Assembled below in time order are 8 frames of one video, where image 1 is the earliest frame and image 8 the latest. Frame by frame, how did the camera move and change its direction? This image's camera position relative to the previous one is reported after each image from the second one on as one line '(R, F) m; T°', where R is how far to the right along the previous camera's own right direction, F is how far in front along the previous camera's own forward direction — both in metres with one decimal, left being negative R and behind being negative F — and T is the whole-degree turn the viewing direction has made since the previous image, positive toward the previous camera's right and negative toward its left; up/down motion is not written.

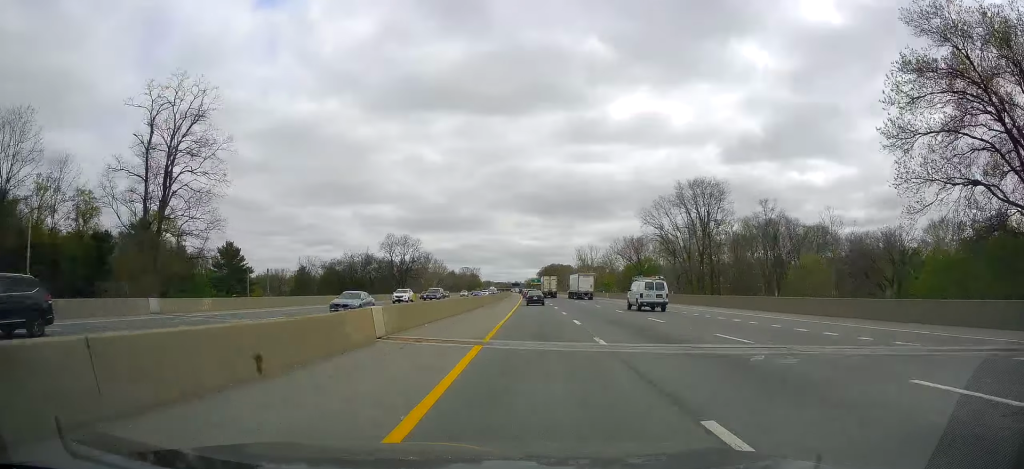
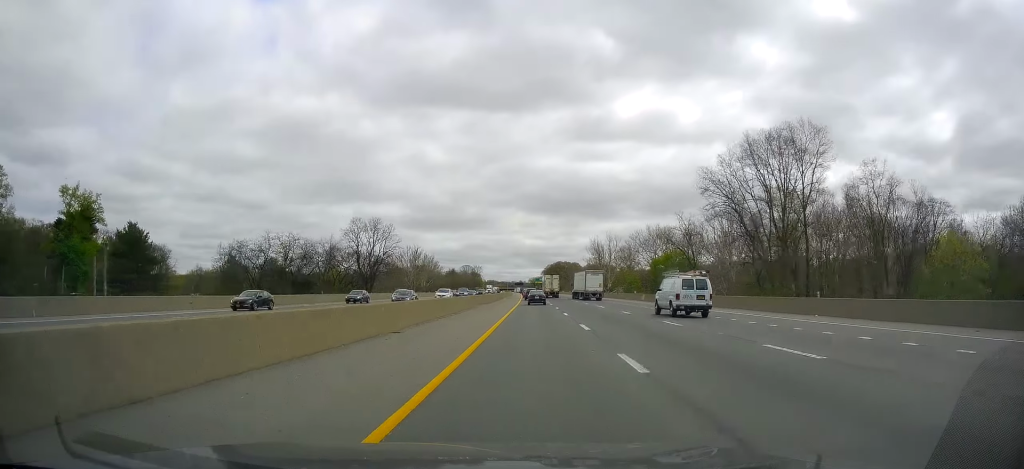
(+0.4, +38.9) m; 0°
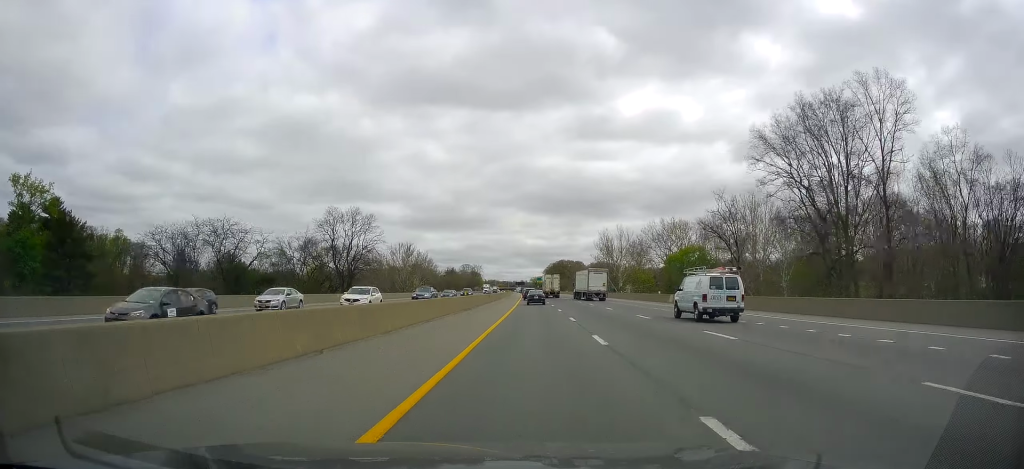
(0.0, +18.3) m; 0°
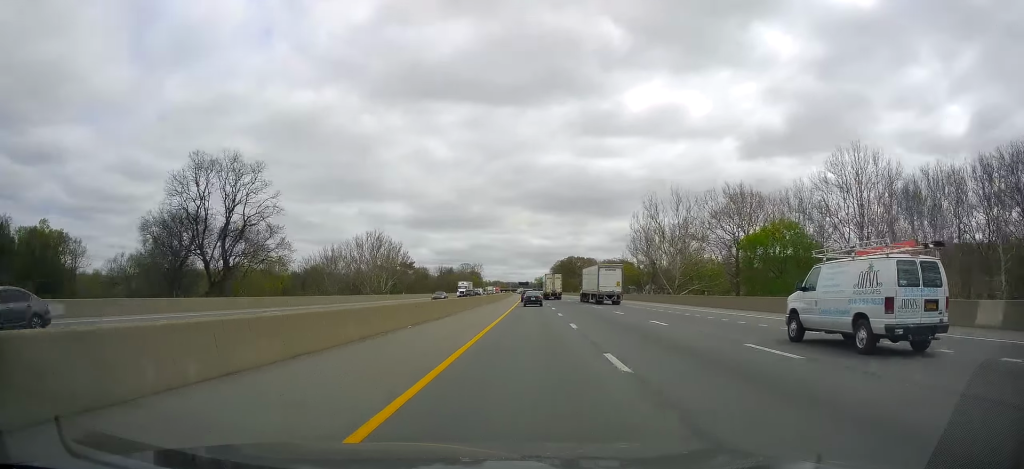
(-0.6, +54.0) m; -2°
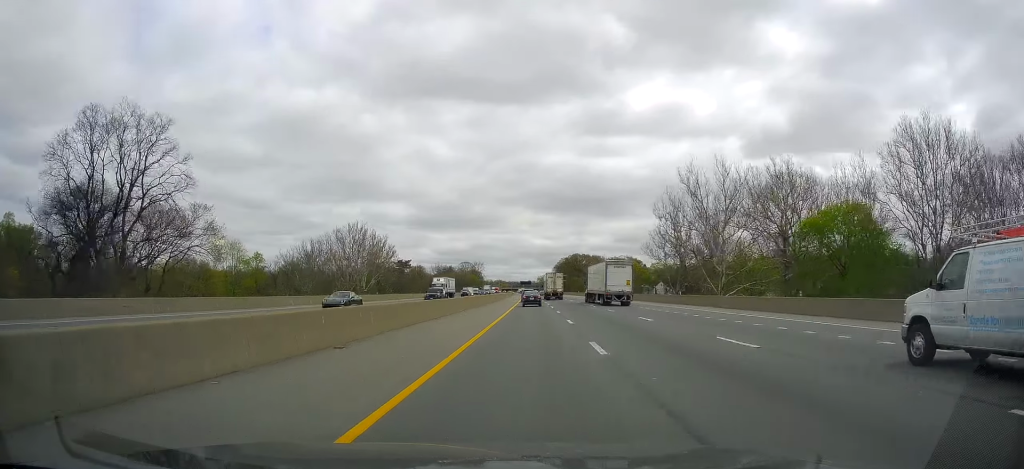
(-0.4, +21.6) m; +1°
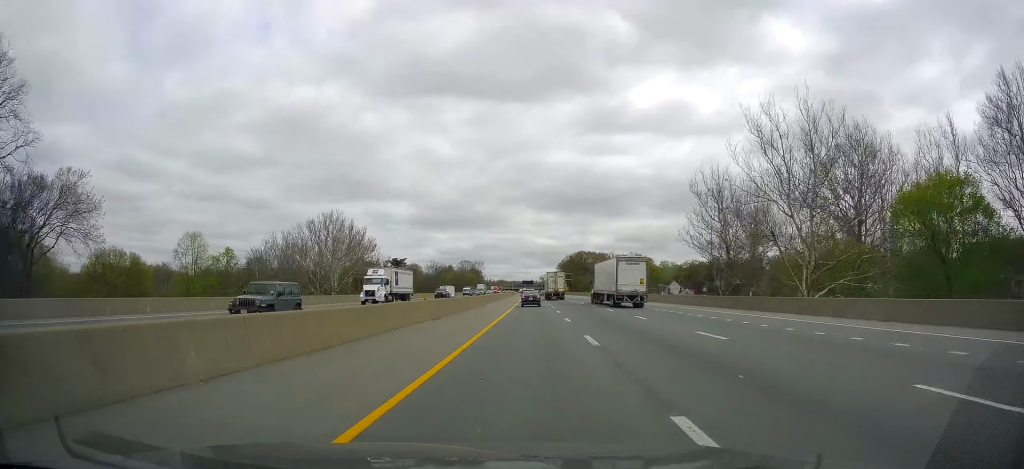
(+0.1, +22.6) m; 0°
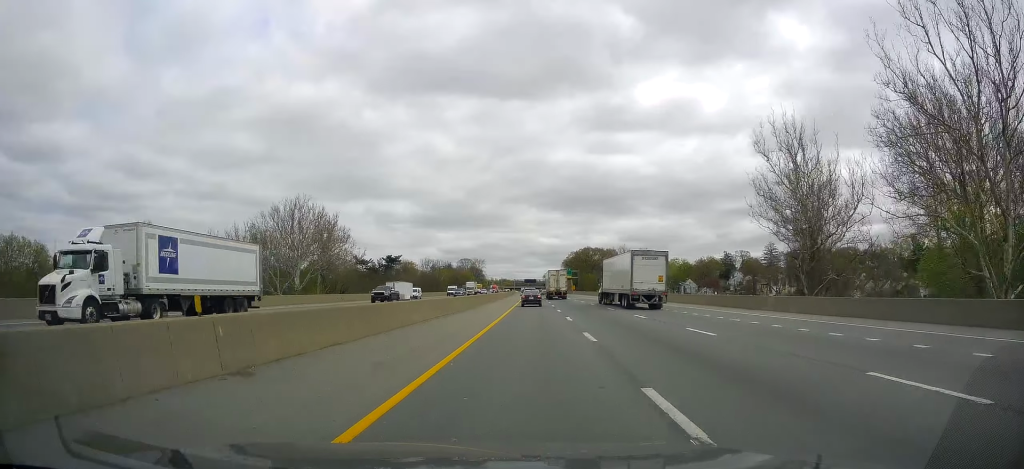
(+0.6, +22.6) m; 0°
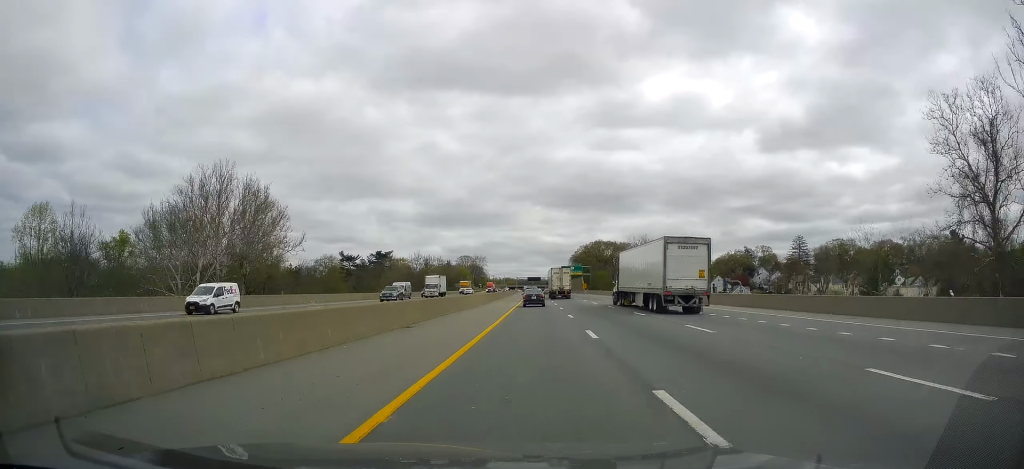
(-1.0, +34.5) m; -2°
